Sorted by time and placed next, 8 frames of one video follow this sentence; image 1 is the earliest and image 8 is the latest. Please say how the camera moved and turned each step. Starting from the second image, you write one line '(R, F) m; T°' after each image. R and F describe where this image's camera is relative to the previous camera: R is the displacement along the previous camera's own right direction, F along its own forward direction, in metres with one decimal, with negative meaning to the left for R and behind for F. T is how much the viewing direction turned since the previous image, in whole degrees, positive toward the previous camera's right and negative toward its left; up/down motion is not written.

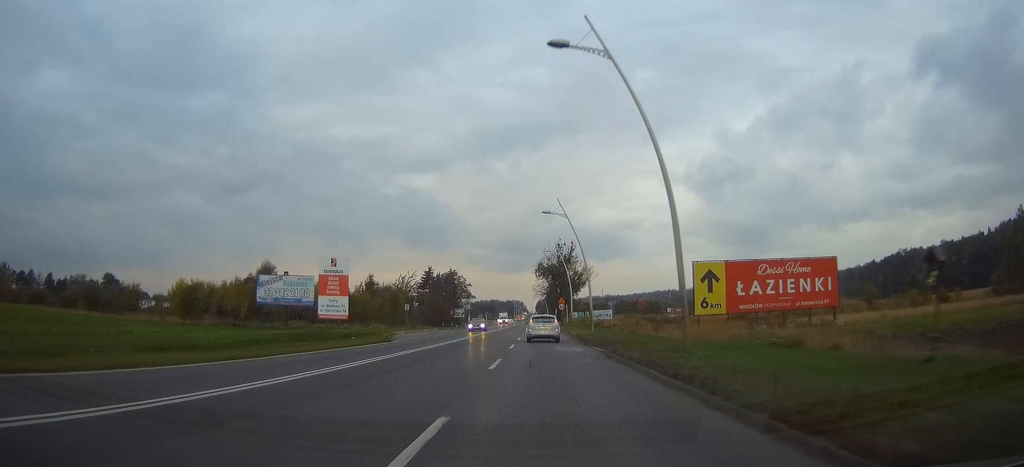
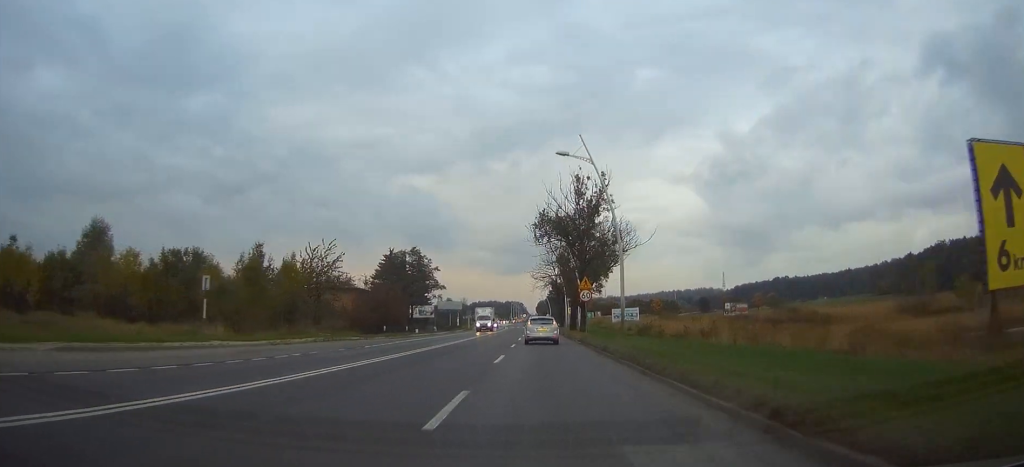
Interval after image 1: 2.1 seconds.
(-0.2, +46.9) m; -1°
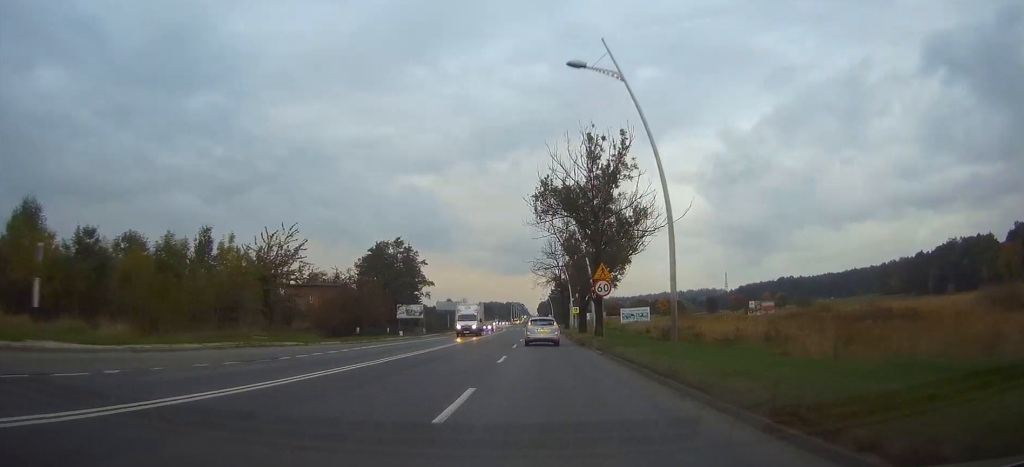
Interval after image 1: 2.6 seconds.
(0.0, +11.7) m; 0°
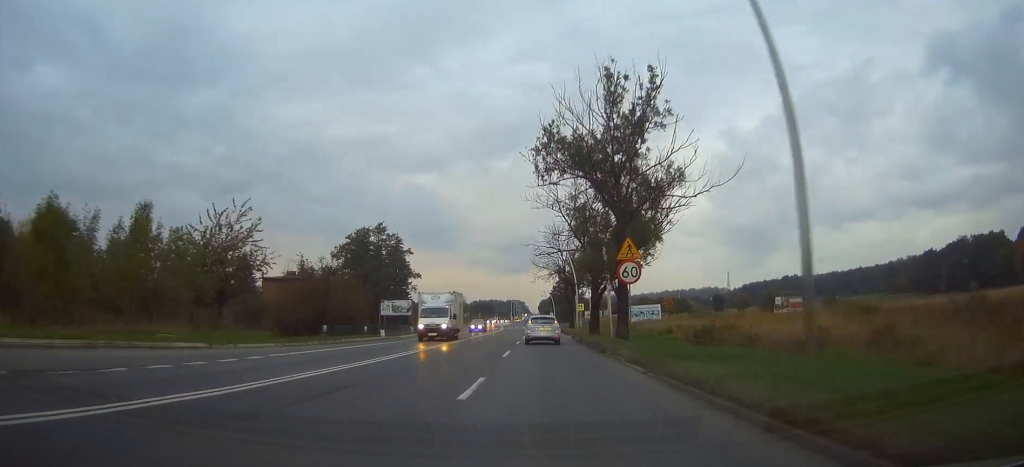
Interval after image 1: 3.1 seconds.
(0.0, +10.3) m; 0°
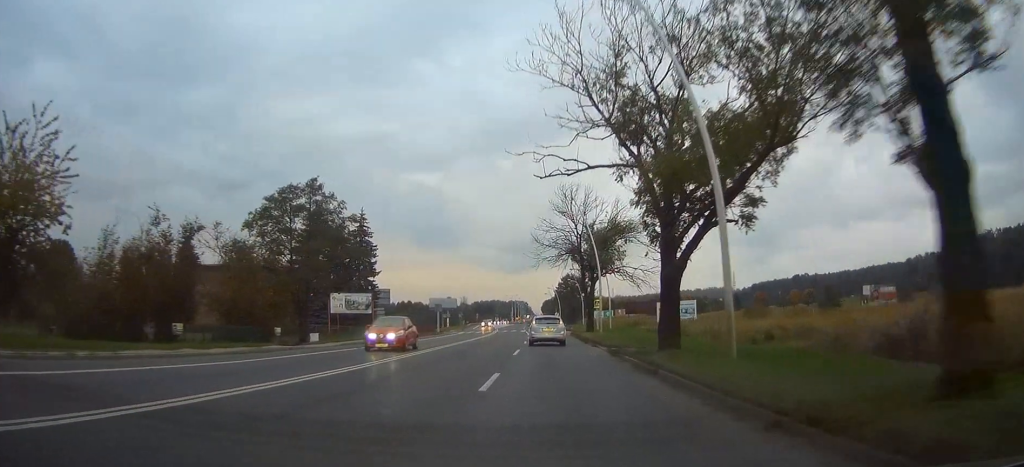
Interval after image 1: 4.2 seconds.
(0.0, +23.2) m; 0°
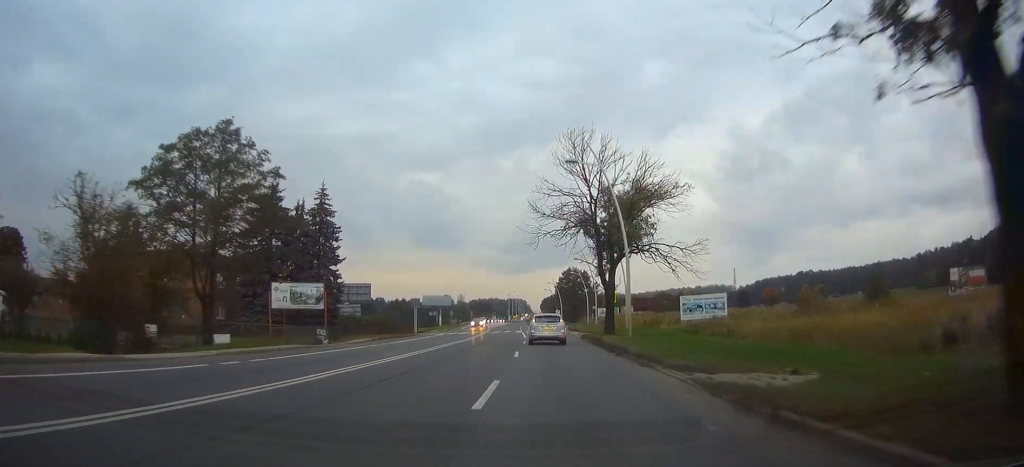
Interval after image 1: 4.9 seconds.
(-0.1, +15.1) m; 0°
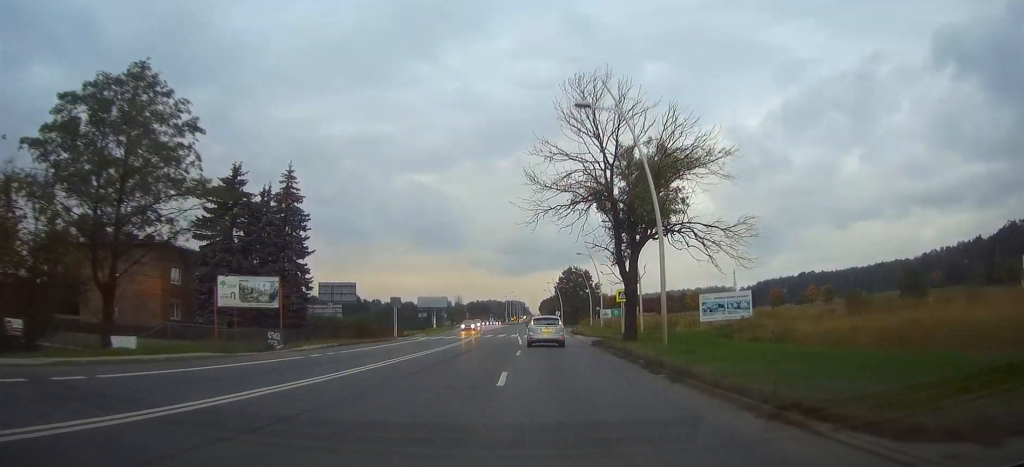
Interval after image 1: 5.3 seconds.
(0.0, +9.3) m; 0°
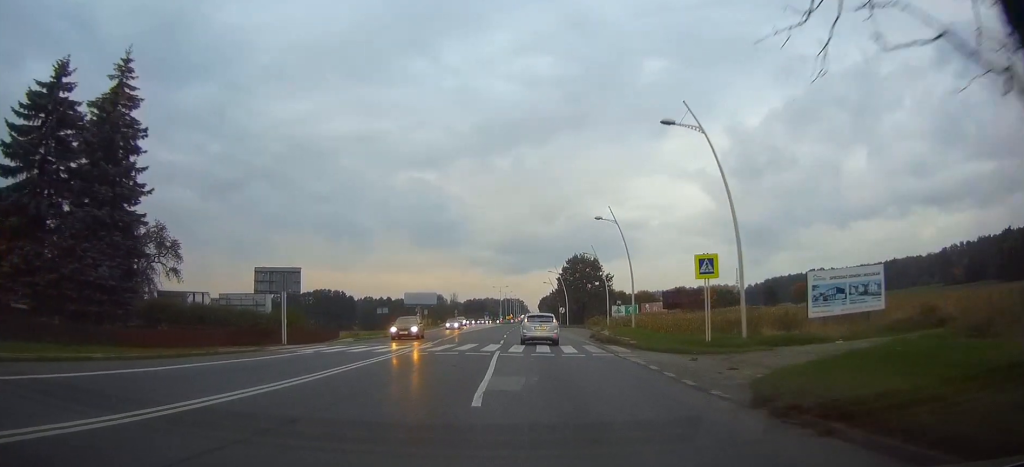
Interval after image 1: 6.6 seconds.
(+0.1, +26.8) m; 0°
